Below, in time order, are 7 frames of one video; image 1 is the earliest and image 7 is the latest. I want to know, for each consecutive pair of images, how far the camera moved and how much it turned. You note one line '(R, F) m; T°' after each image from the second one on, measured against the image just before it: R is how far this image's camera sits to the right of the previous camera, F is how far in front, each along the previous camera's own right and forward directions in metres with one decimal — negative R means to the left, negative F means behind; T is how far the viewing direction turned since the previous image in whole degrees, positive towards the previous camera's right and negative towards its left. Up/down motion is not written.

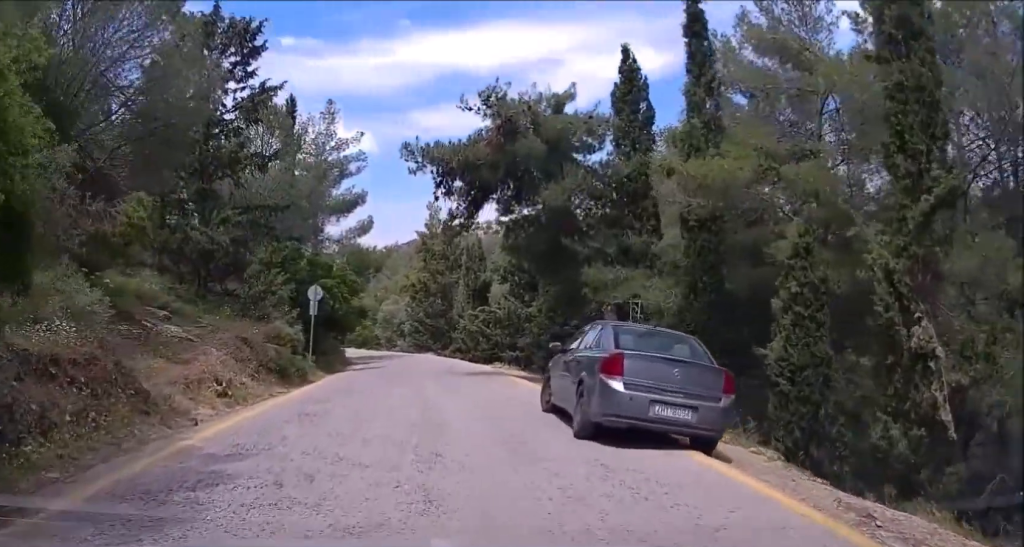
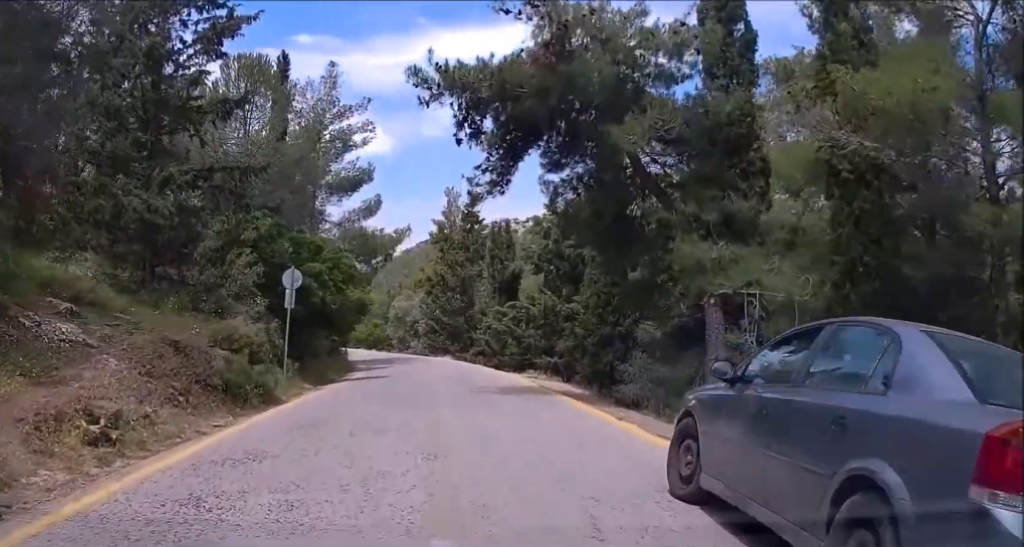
(0.0, +6.3) m; -1°
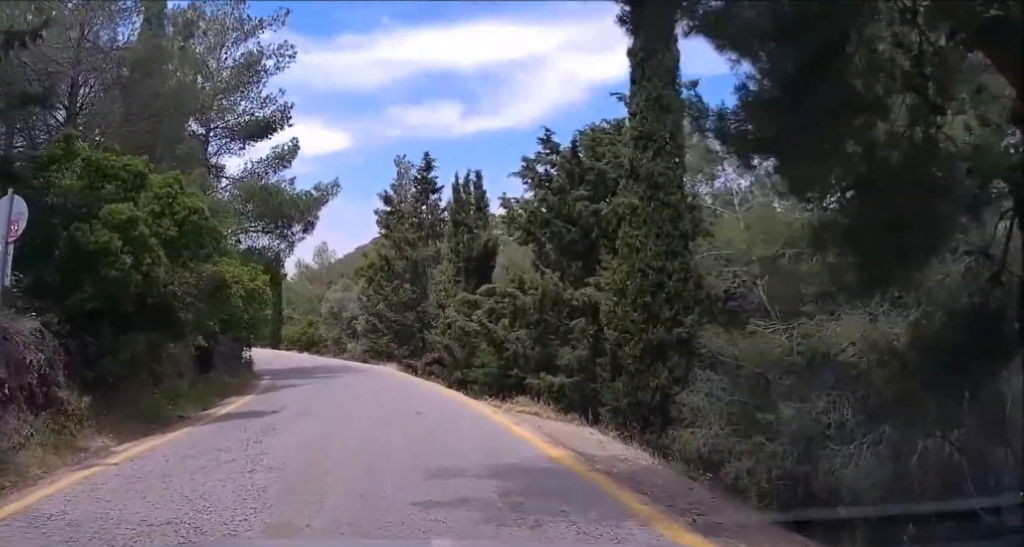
(-0.1, +10.4) m; 0°
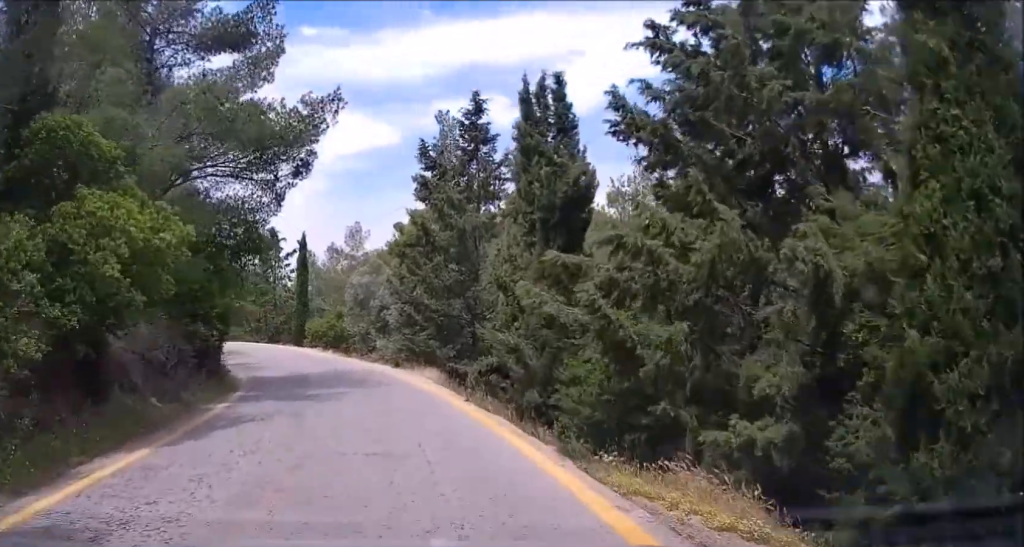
(-0.2, +8.2) m; -5°
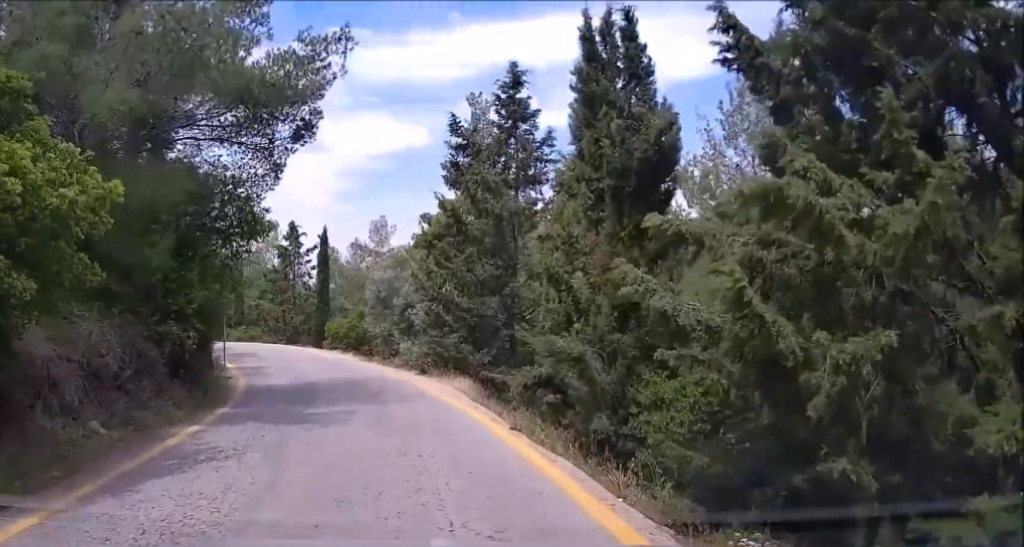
(-0.3, +3.3) m; -2°
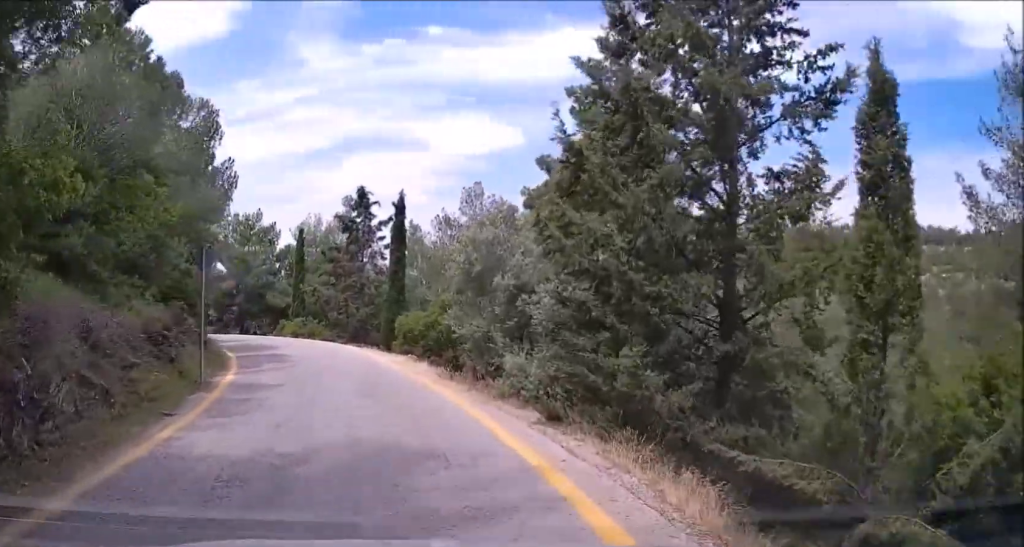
(0.0, +11.2) m; -4°
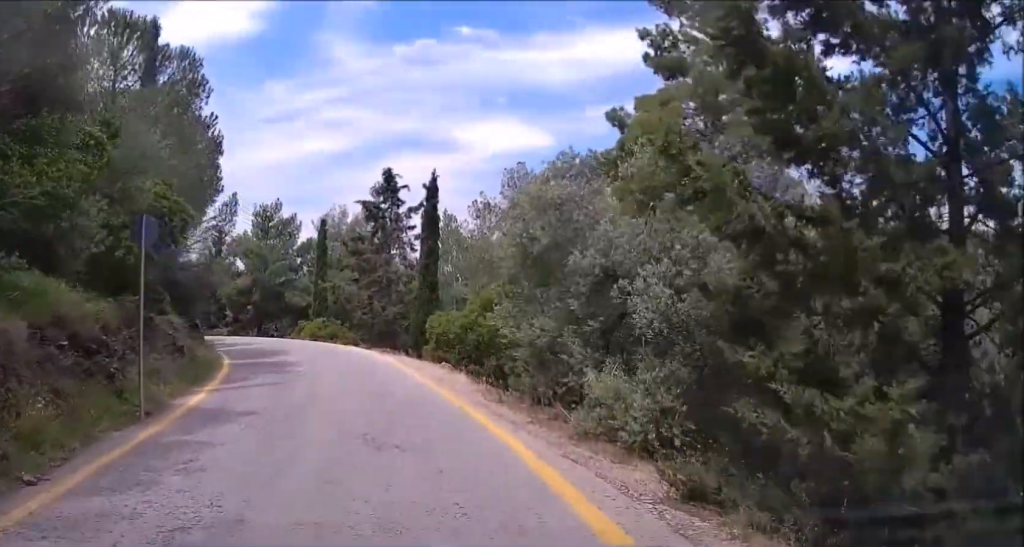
(+0.1, +5.0) m; -6°
